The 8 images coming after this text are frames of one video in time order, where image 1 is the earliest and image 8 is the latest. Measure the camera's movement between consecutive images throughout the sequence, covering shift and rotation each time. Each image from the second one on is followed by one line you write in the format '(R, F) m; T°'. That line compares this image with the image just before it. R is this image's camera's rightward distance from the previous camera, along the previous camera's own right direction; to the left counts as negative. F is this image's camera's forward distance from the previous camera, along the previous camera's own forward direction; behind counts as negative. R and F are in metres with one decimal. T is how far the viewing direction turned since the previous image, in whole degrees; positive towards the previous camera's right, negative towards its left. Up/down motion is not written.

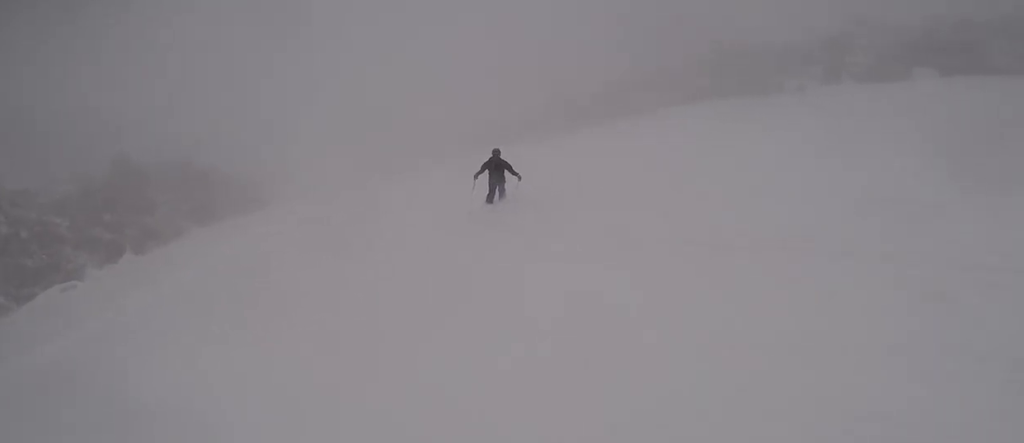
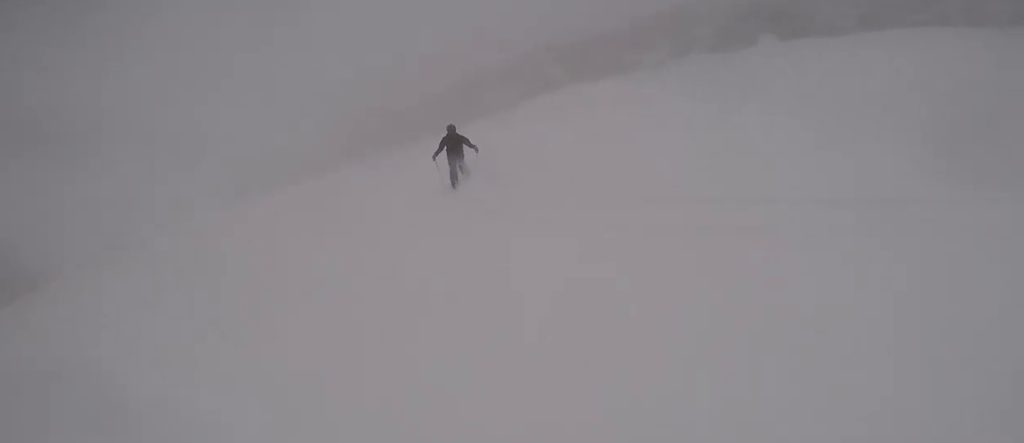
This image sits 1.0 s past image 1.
(+1.4, +6.3) m; +18°
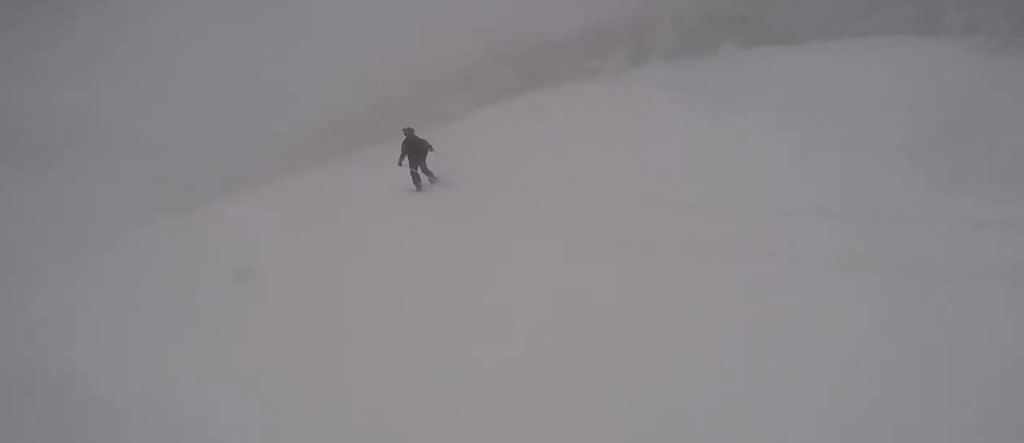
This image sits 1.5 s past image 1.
(+0.5, +2.7) m; +1°
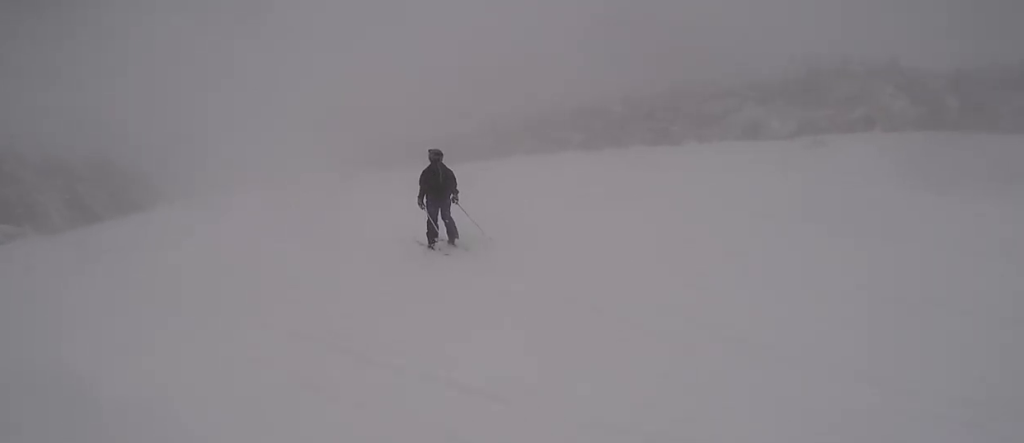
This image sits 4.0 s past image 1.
(+0.5, +15.1) m; -9°
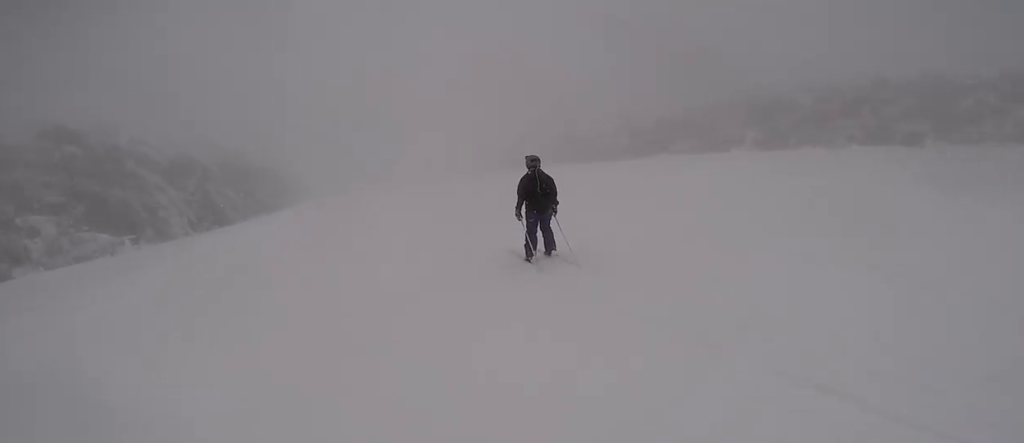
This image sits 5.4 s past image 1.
(-2.8, +7.6) m; -20°
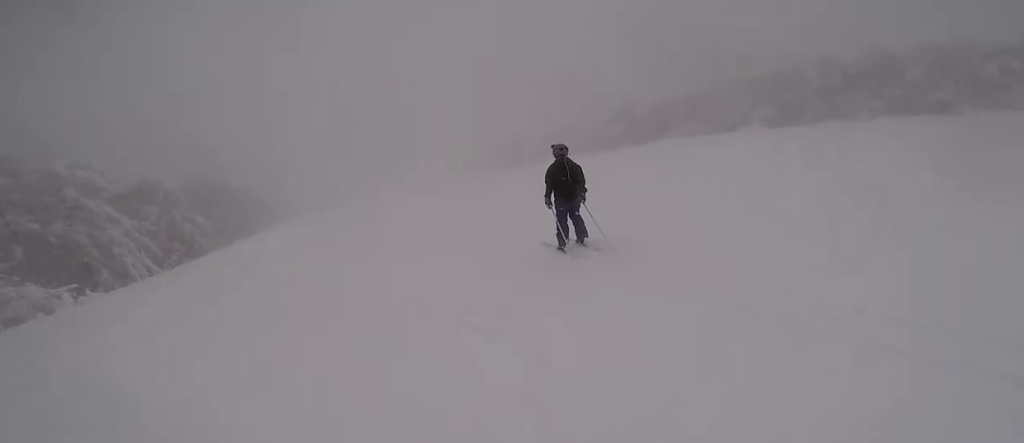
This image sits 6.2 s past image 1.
(+0.3, +4.3) m; +7°
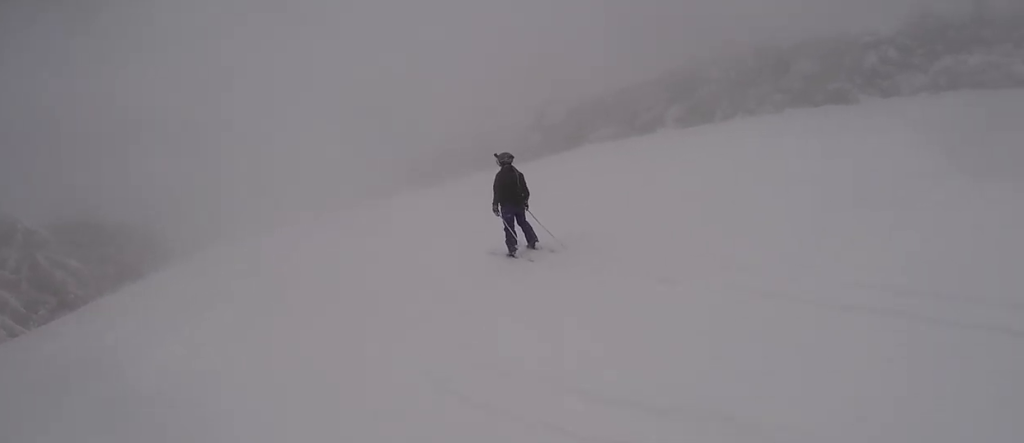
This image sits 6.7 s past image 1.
(+0.3, +2.7) m; +7°
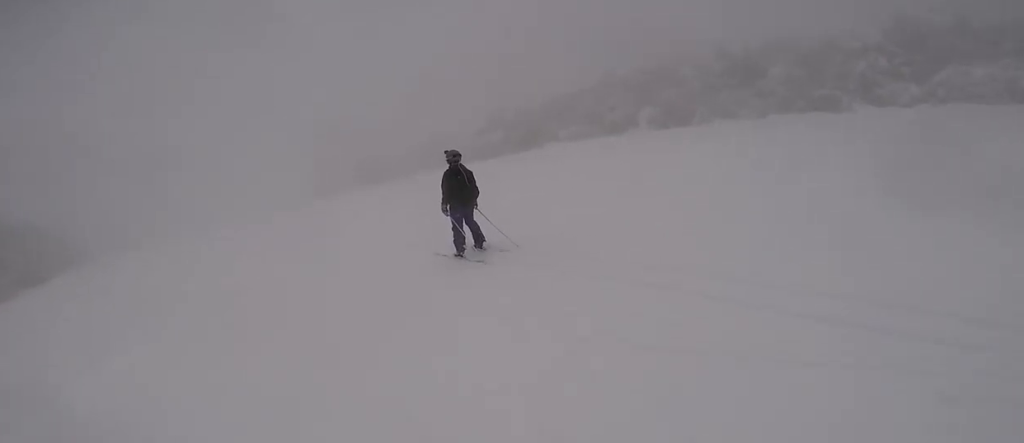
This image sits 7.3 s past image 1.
(+0.1, +3.7) m; +2°
